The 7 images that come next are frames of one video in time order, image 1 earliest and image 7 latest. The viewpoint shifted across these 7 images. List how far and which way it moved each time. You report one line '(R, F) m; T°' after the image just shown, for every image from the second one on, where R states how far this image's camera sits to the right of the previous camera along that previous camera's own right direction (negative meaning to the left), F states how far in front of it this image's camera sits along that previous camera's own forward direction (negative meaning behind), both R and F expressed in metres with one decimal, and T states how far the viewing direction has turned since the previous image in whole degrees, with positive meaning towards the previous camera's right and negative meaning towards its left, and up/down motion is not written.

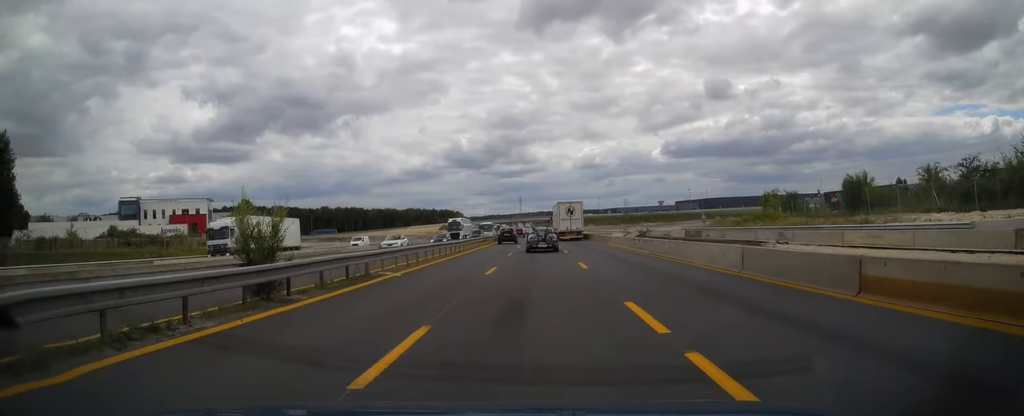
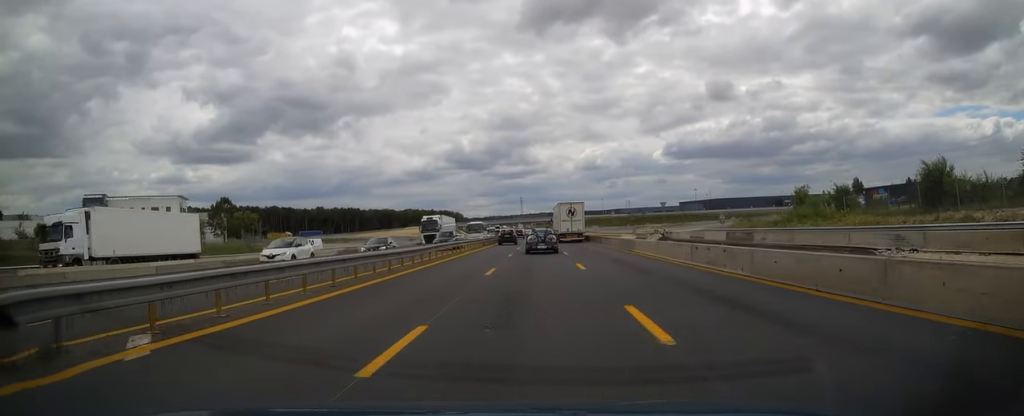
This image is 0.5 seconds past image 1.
(0.0, +12.9) m; 0°
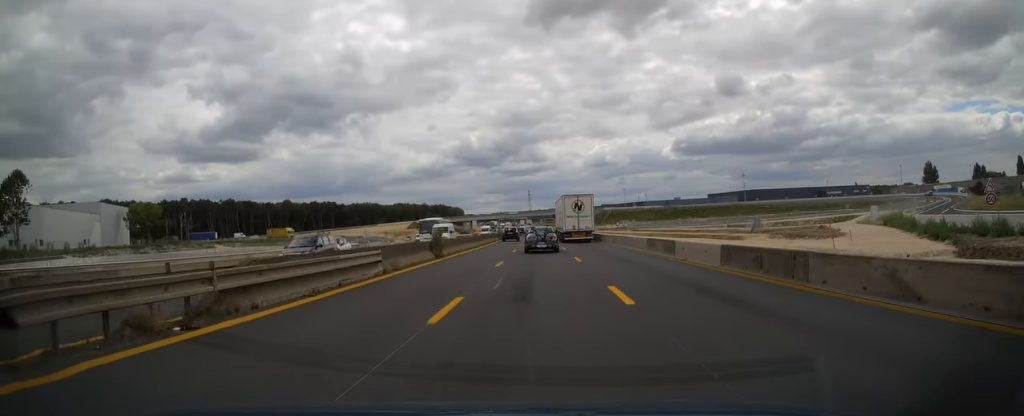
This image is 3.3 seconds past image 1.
(-0.9, +75.3) m; -1°
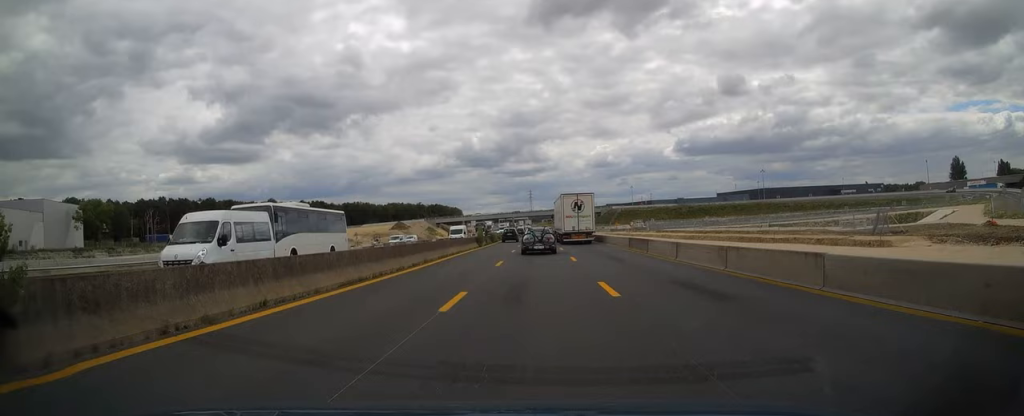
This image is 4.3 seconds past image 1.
(-0.1, +24.8) m; 0°
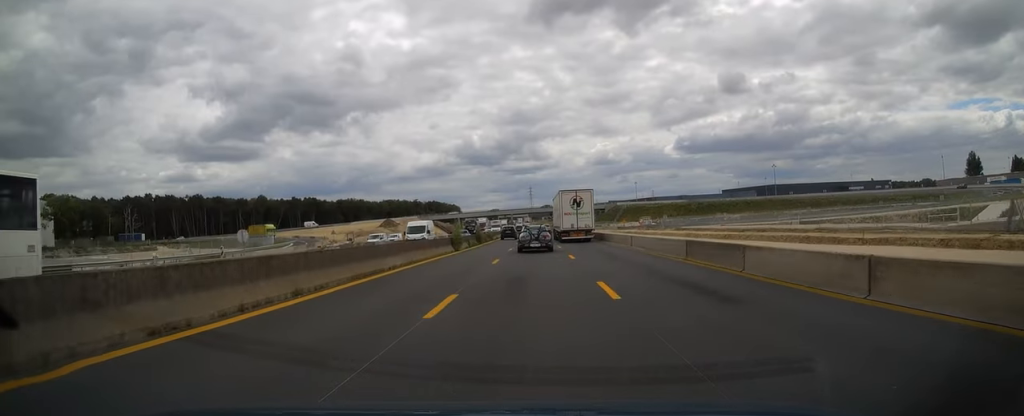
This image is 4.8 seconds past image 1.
(0.0, +13.8) m; 0°
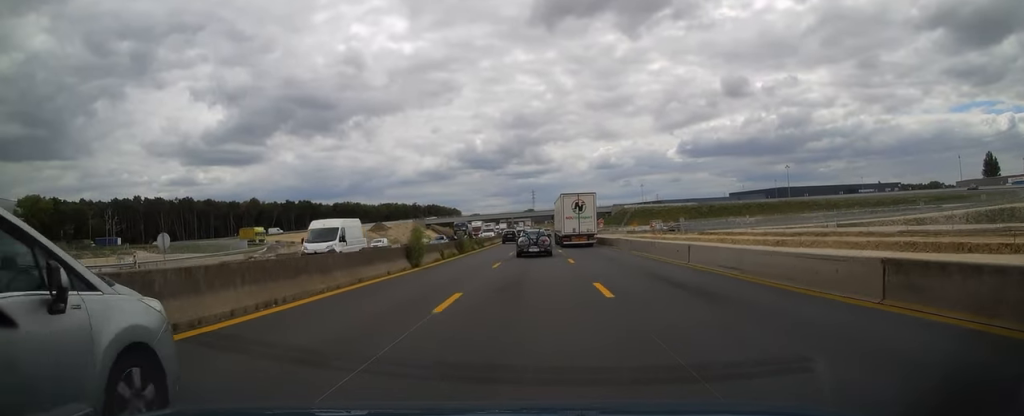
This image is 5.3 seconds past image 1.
(0.0, +12.4) m; 0°
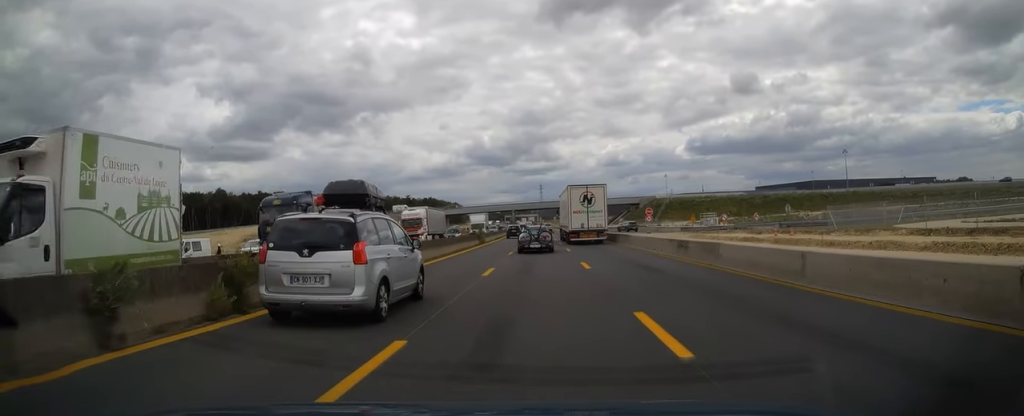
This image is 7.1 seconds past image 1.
(-0.2, +44.9) m; -1°
